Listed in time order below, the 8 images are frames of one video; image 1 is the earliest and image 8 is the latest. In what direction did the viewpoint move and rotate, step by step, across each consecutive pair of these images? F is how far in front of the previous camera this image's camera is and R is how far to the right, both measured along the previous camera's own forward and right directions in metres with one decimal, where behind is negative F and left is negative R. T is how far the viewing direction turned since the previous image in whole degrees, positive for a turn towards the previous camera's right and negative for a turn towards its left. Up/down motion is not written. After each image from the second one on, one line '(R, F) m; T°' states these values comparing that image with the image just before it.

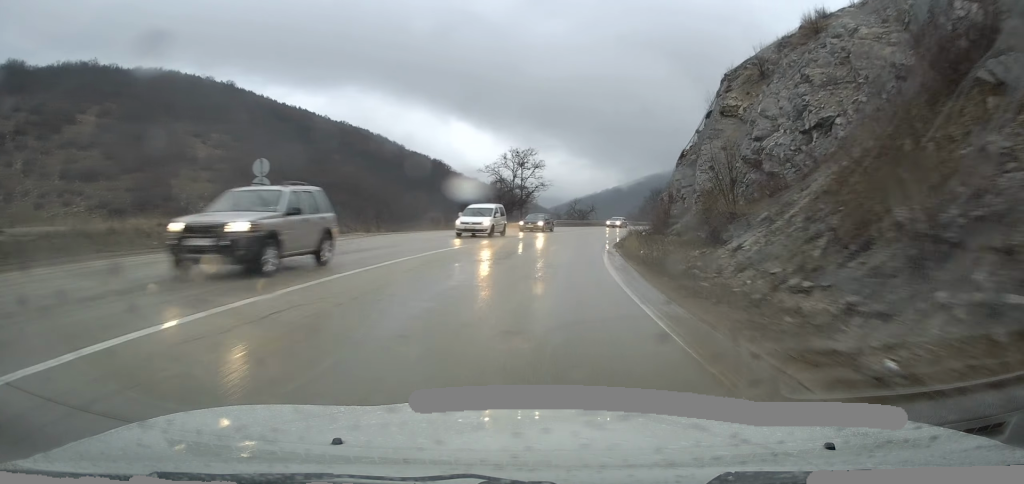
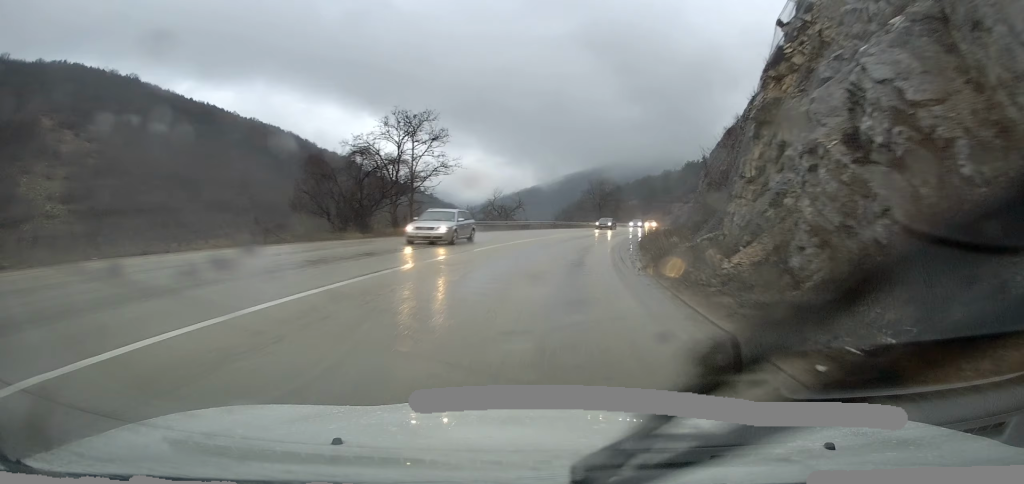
(+2.0, +26.7) m; +8°
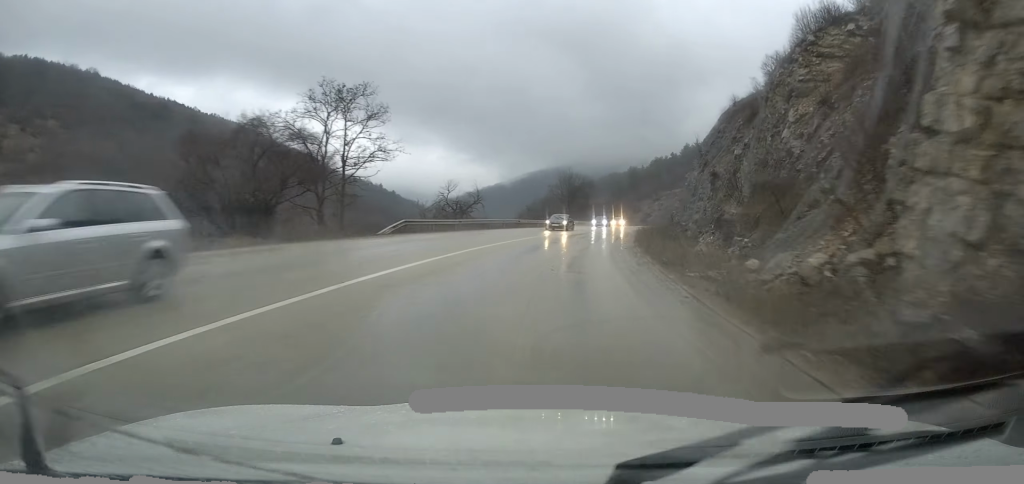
(+0.2, +9.5) m; +2°
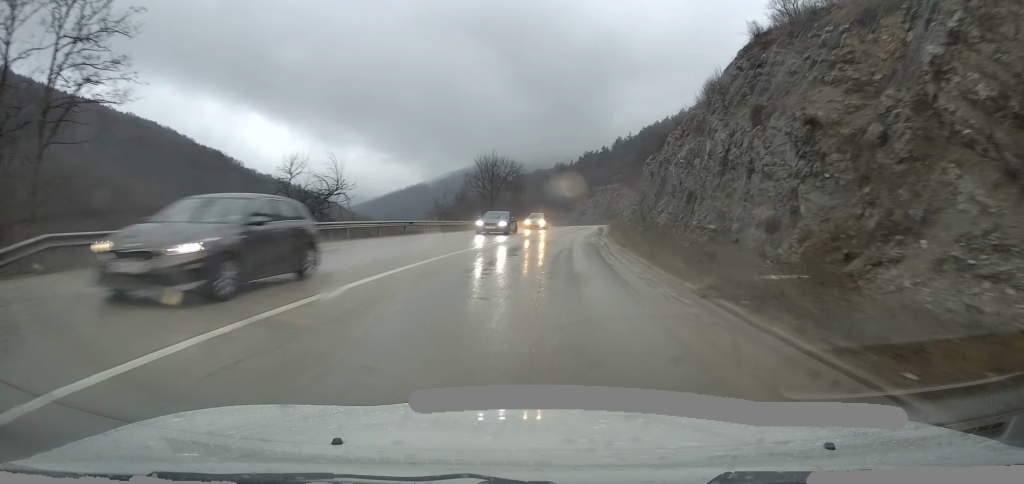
(+0.9, +21.3) m; +5°
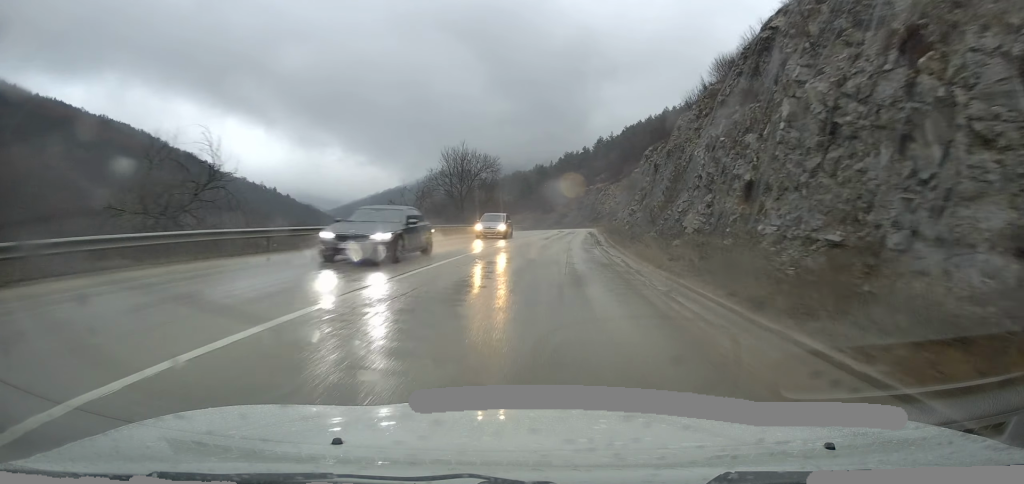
(+0.2, +10.7) m; +4°
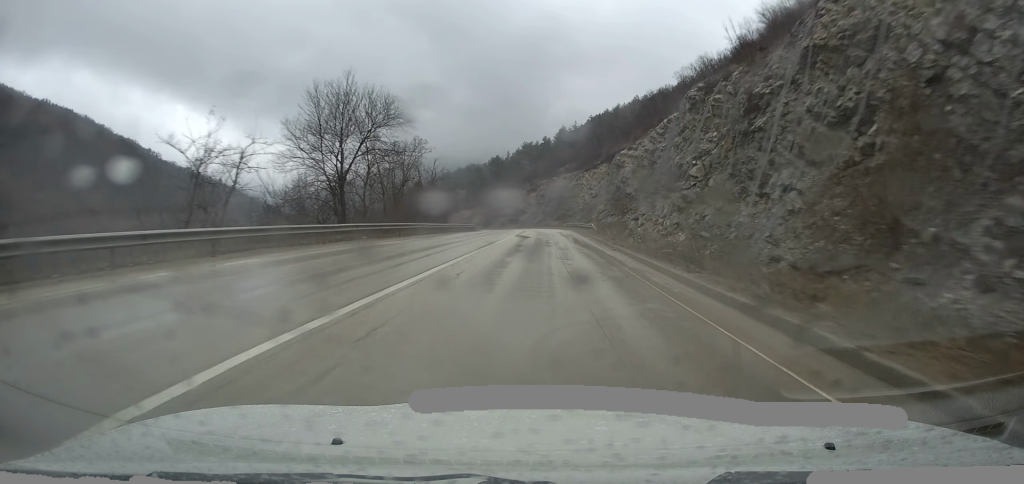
(+2.0, +26.8) m; +7°
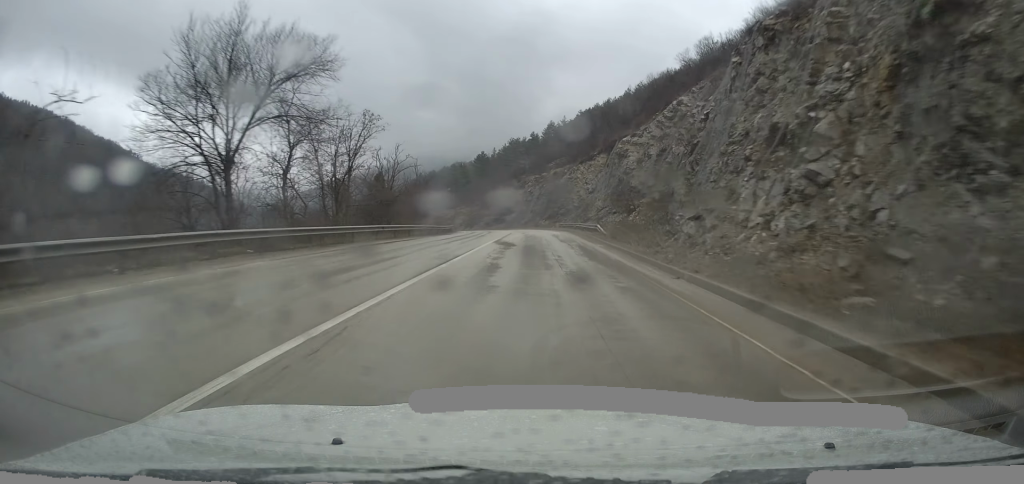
(0.0, +11.4) m; +2°
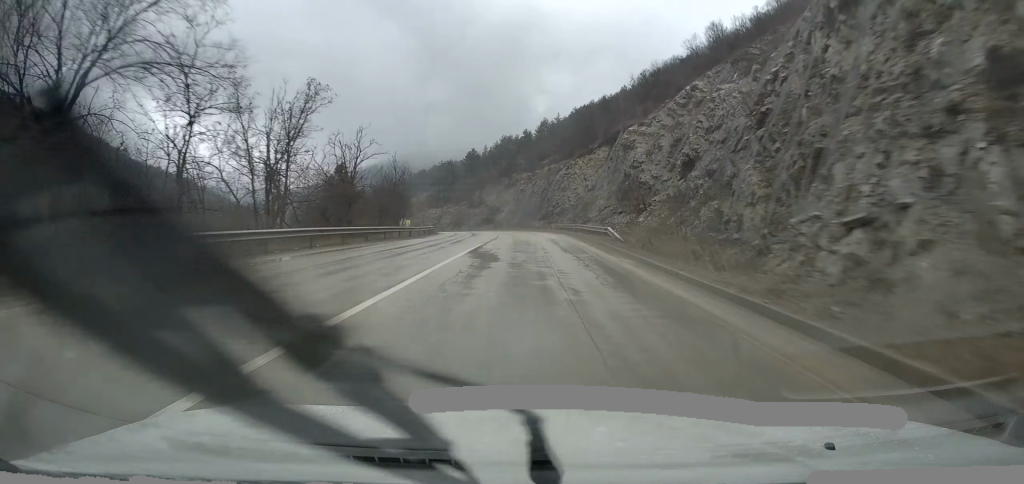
(+0.3, +8.3) m; 0°
